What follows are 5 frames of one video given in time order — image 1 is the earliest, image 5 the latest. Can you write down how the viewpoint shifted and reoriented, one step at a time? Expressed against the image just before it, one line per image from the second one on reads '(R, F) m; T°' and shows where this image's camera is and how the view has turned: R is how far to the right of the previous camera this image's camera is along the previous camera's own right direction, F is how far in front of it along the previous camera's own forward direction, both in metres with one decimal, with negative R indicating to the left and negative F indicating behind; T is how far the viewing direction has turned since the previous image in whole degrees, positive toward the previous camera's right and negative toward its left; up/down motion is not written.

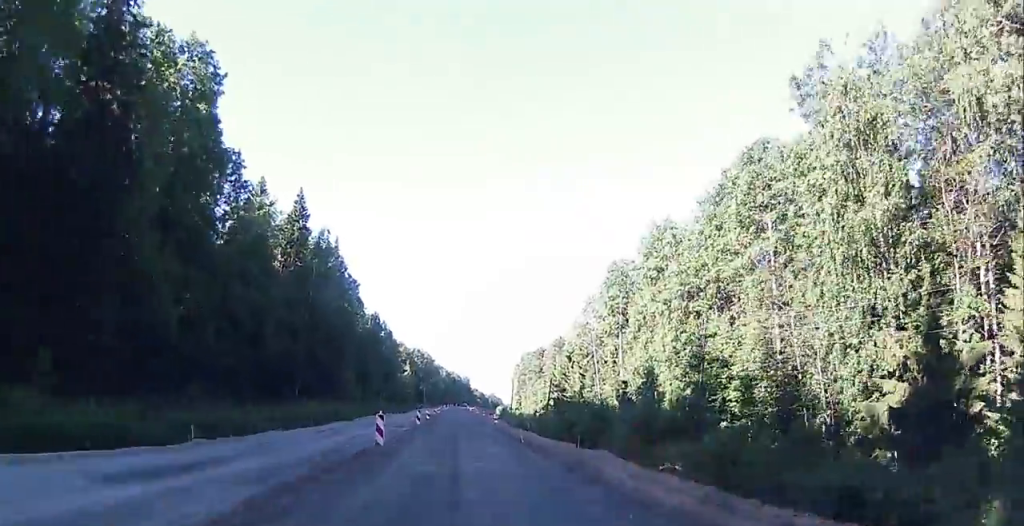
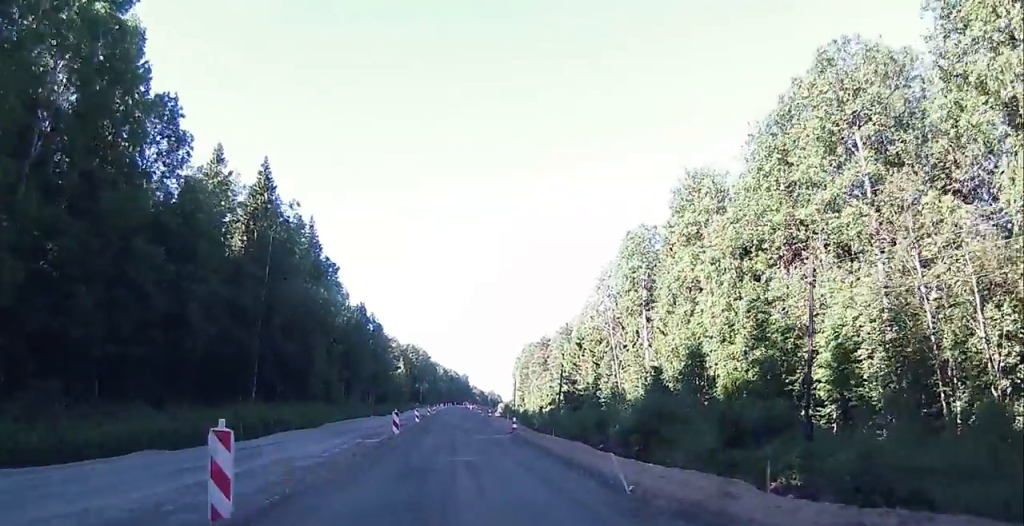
(-0.1, +12.6) m; 0°
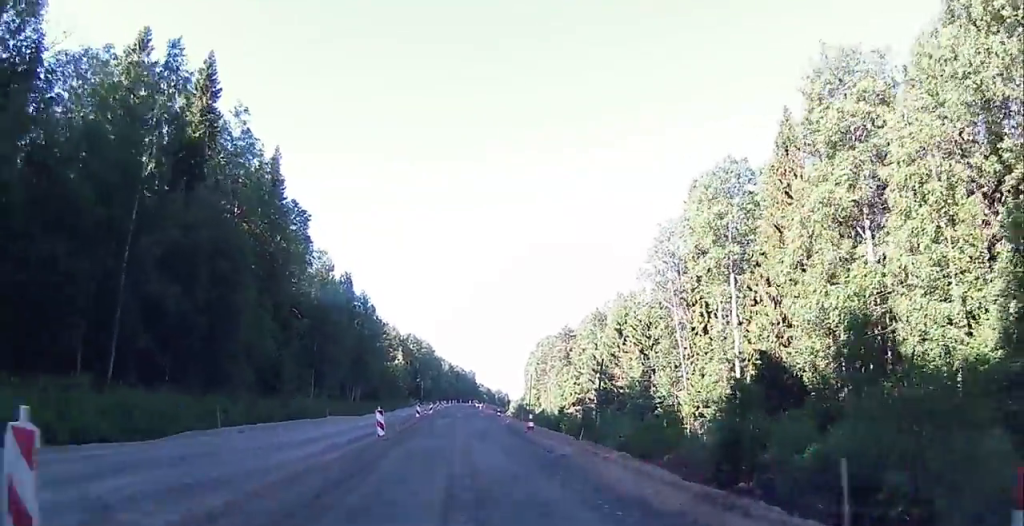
(0.0, +22.7) m; 0°
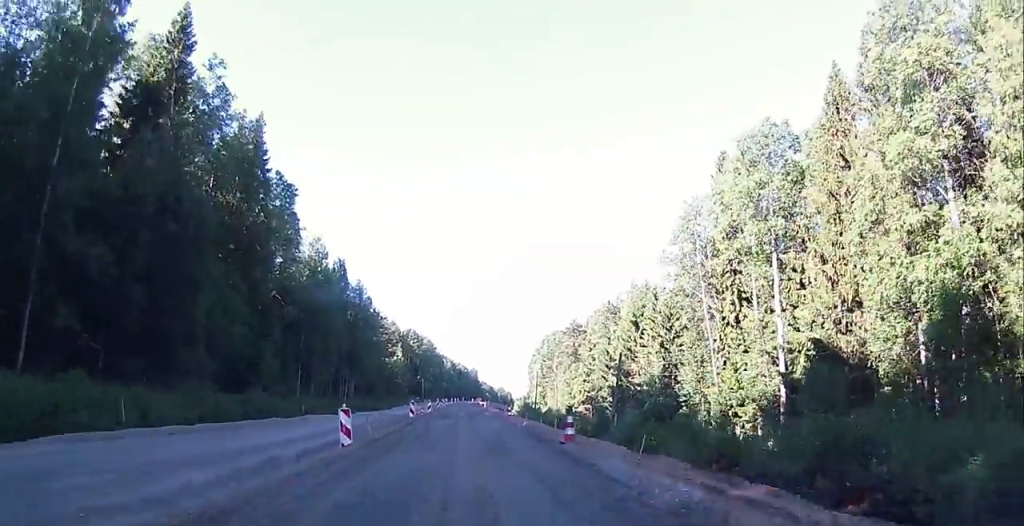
(0.0, +7.2) m; 0°
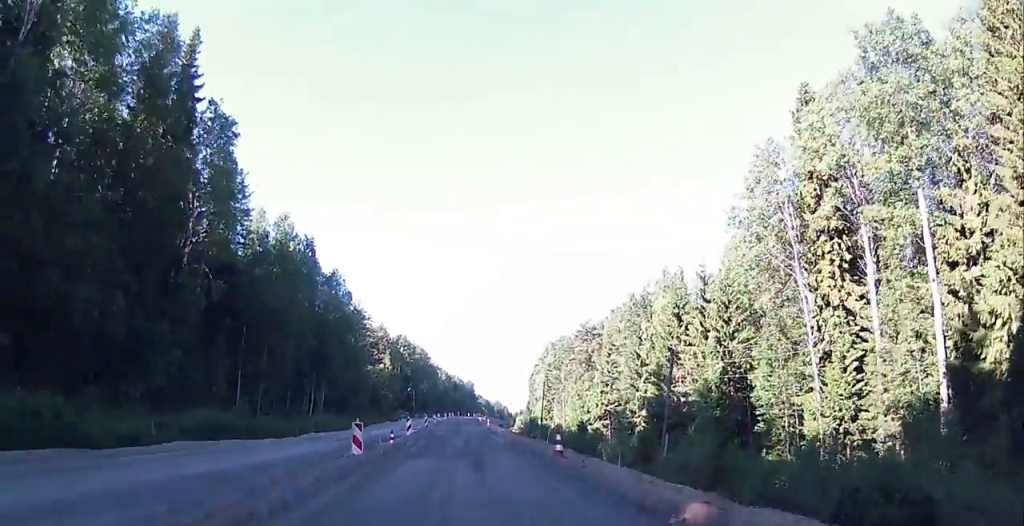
(+0.2, +17.5) m; 0°
